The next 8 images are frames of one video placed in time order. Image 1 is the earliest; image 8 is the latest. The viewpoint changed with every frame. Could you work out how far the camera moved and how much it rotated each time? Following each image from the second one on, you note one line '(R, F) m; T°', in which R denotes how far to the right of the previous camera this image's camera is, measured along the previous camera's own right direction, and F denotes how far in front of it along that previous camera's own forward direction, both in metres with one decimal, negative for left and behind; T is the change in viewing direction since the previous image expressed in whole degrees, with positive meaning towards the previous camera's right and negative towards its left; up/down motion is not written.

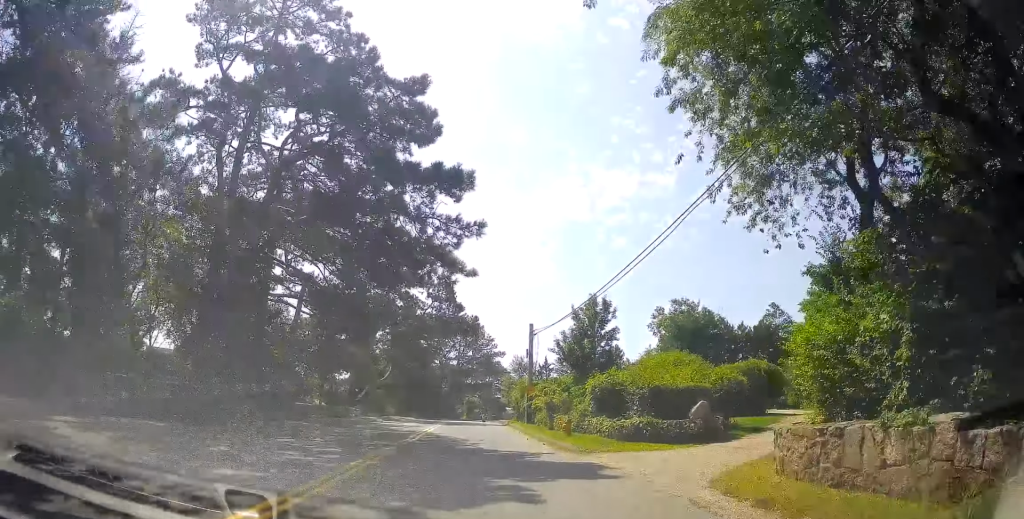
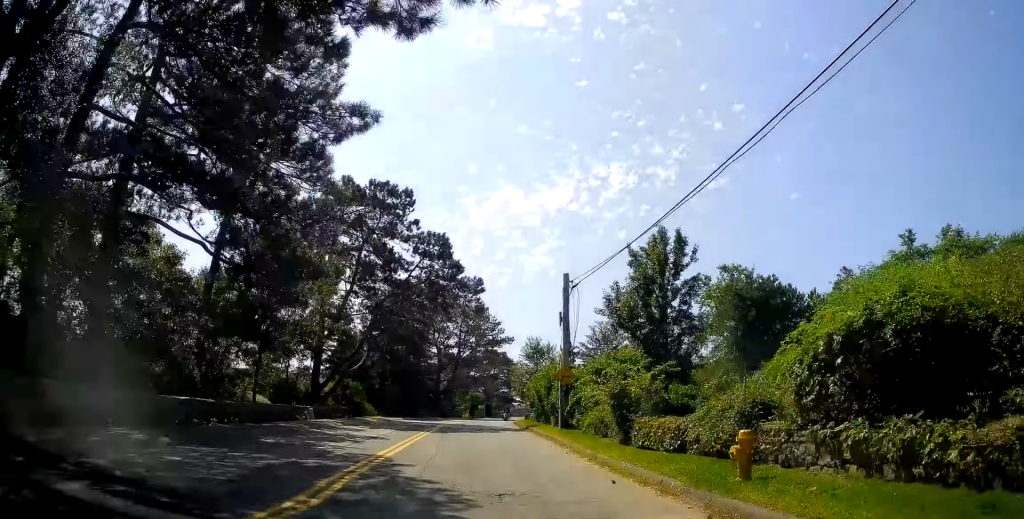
(-0.4, +13.0) m; 0°
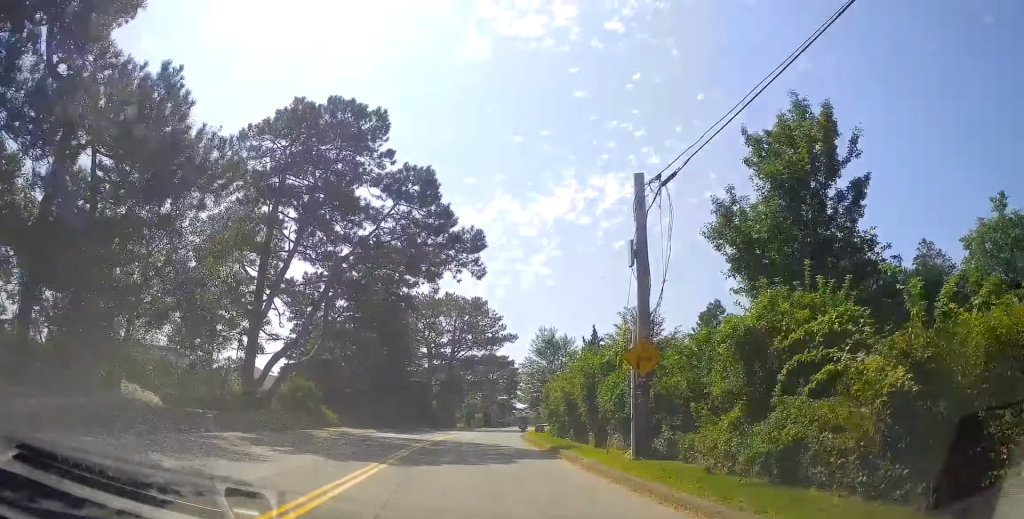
(+0.2, +11.2) m; 0°
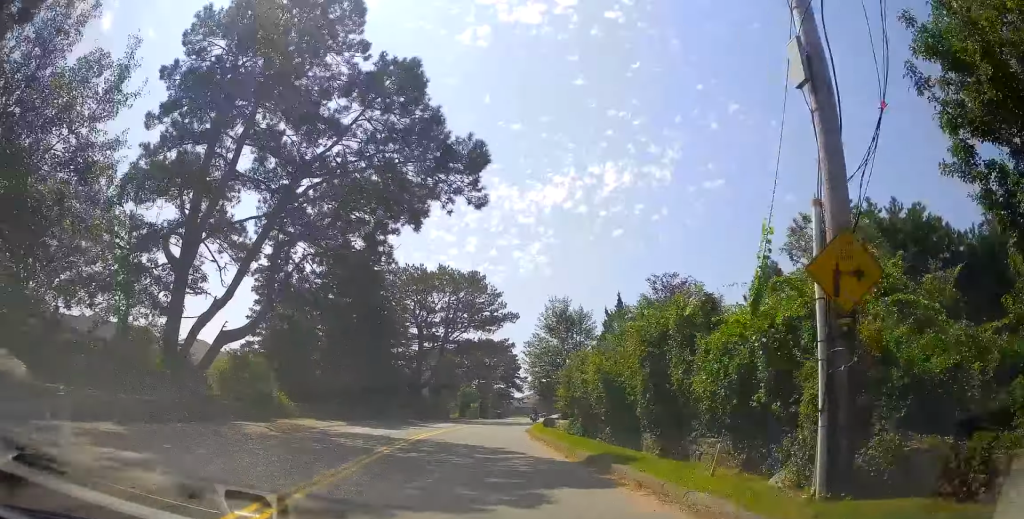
(+0.2, +7.1) m; 0°
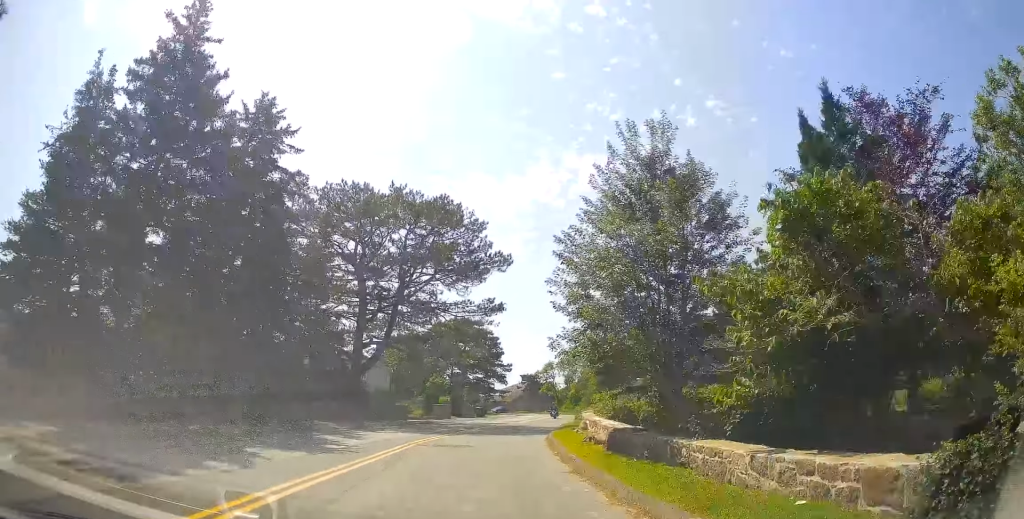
(-0.1, +19.8) m; +2°
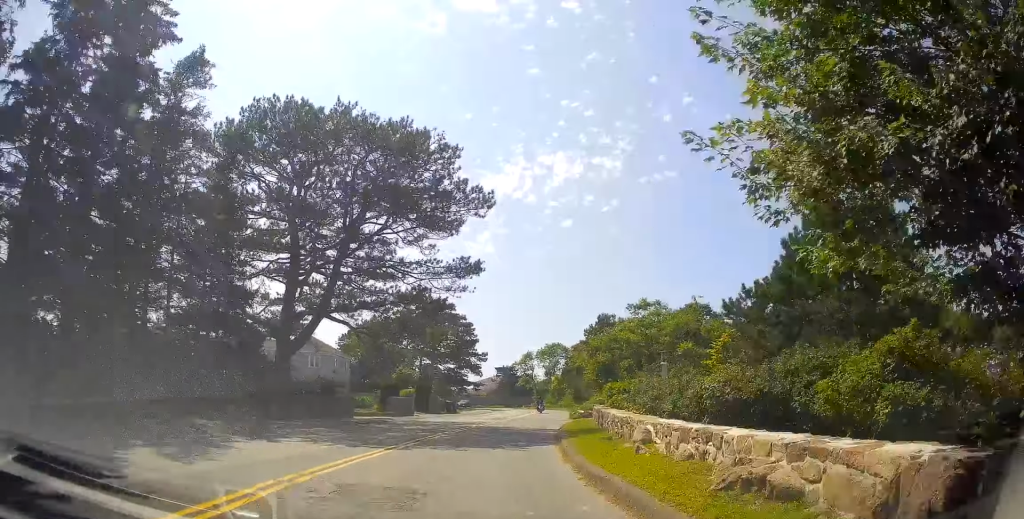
(+0.2, +10.0) m; +2°
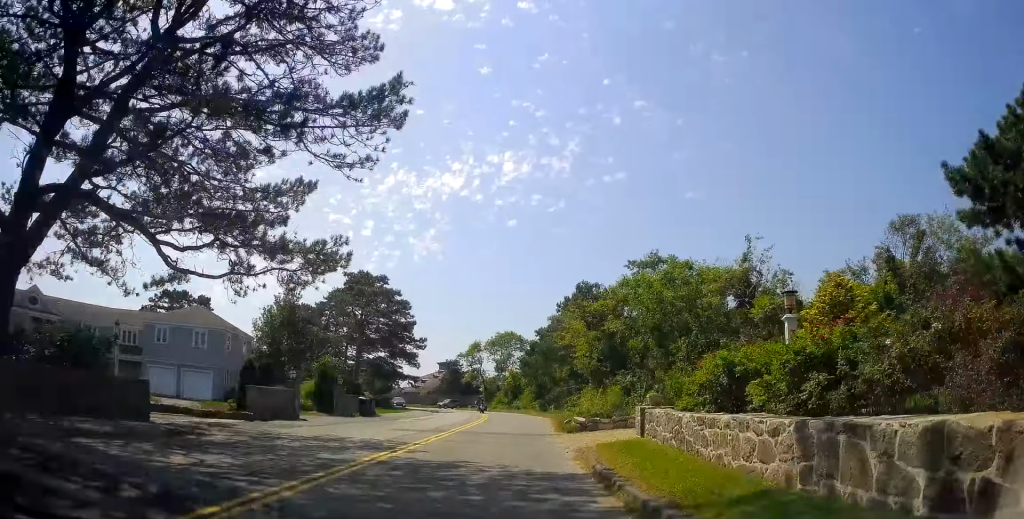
(+0.3, +16.2) m; +2°
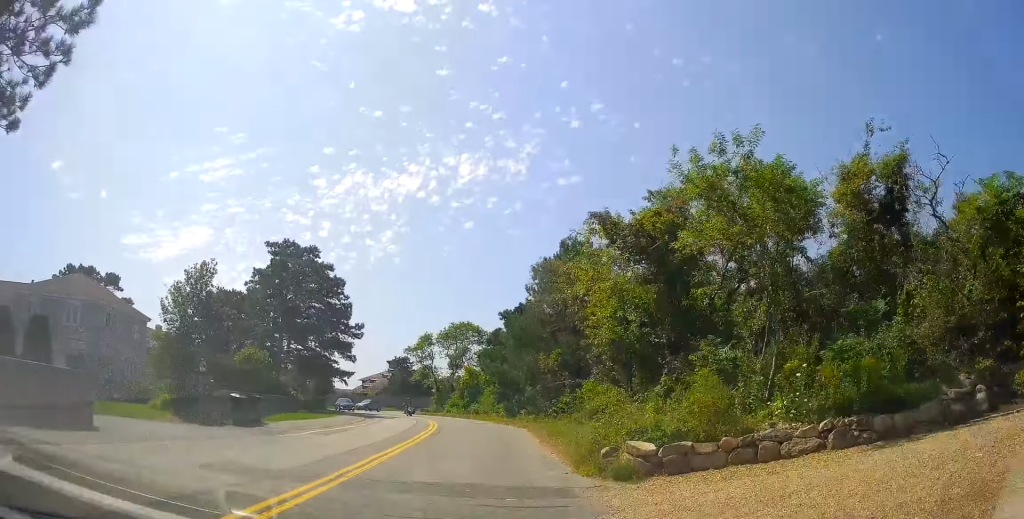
(+0.1, +12.6) m; +3°
